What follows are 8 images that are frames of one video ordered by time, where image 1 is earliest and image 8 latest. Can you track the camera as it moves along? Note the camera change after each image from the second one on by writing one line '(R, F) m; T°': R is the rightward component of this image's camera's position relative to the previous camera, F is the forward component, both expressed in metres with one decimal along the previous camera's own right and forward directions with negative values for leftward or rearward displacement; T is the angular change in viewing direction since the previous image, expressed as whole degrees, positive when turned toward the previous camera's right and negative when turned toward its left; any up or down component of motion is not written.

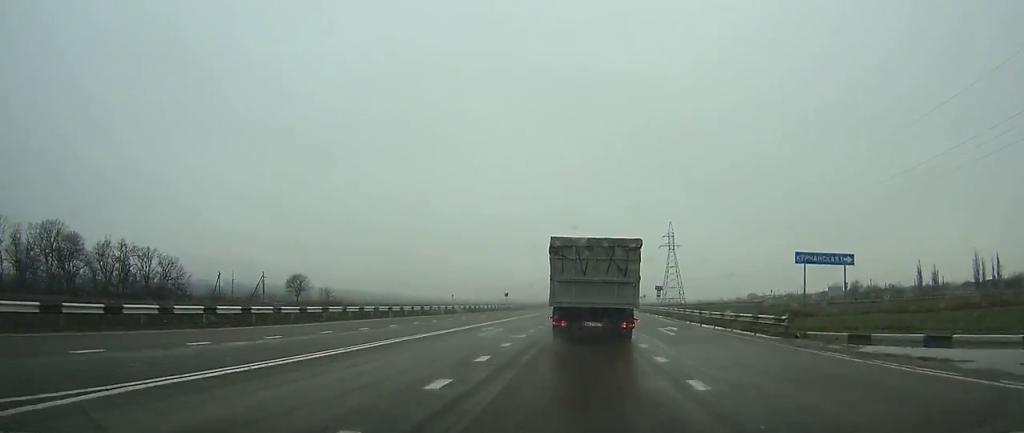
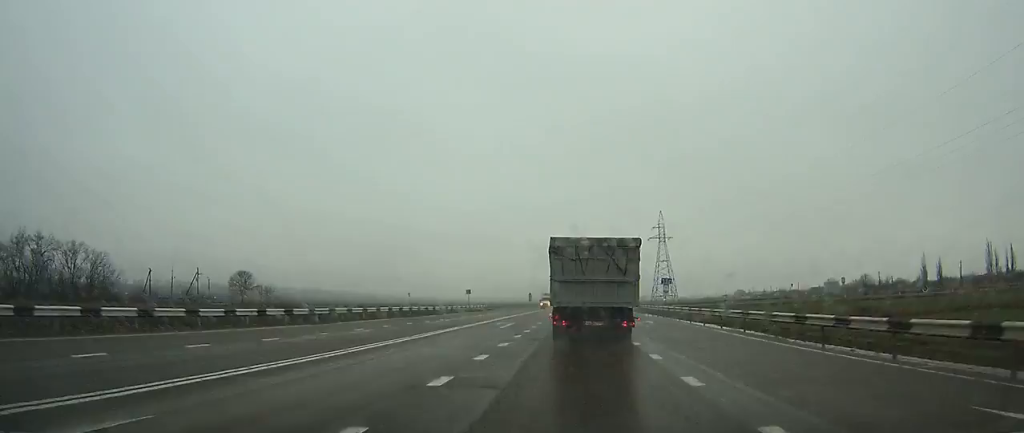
(+0.3, +23.7) m; +1°
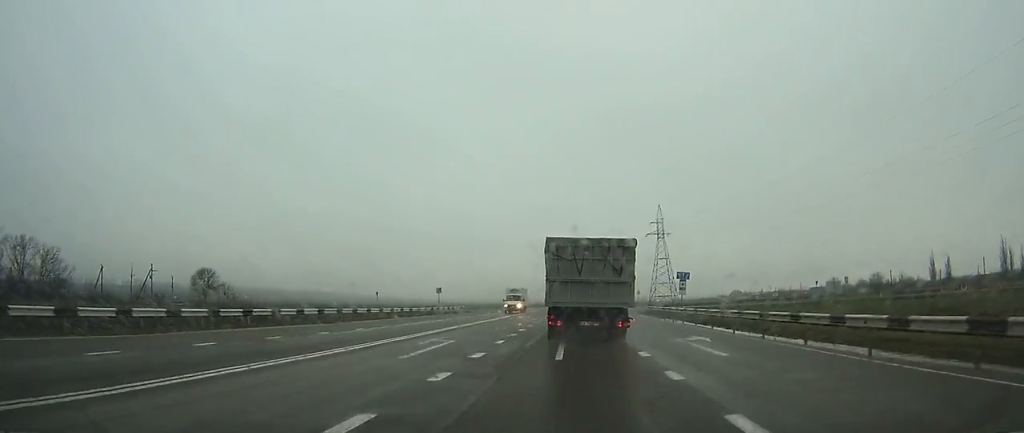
(0.0, +15.3) m; +1°
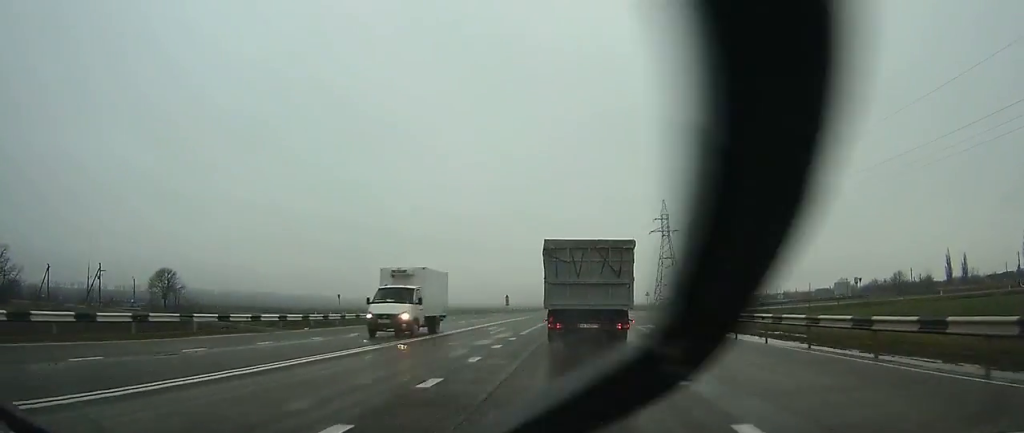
(+0.1, +16.3) m; +1°
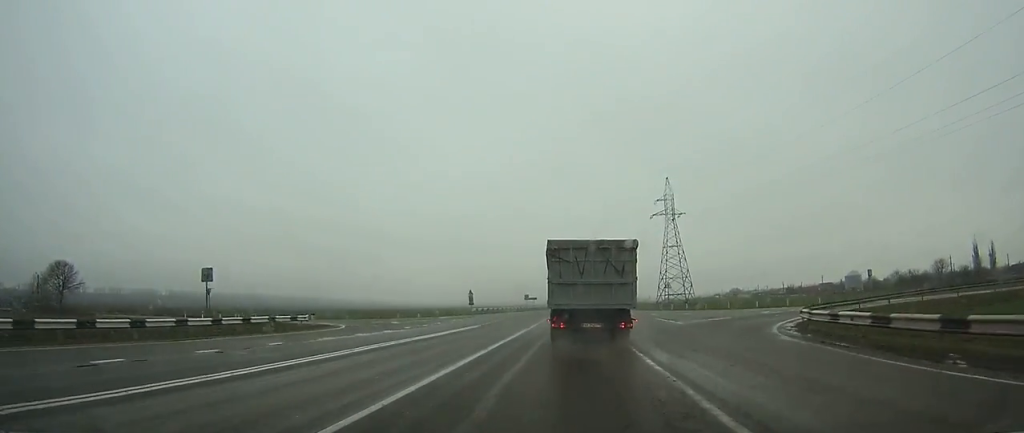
(+0.4, +30.8) m; +1°
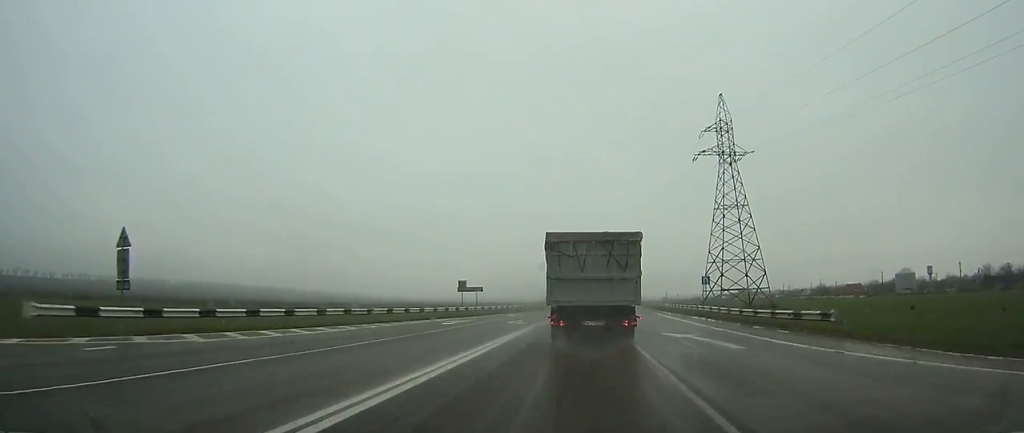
(+0.6, +67.3) m; +2°
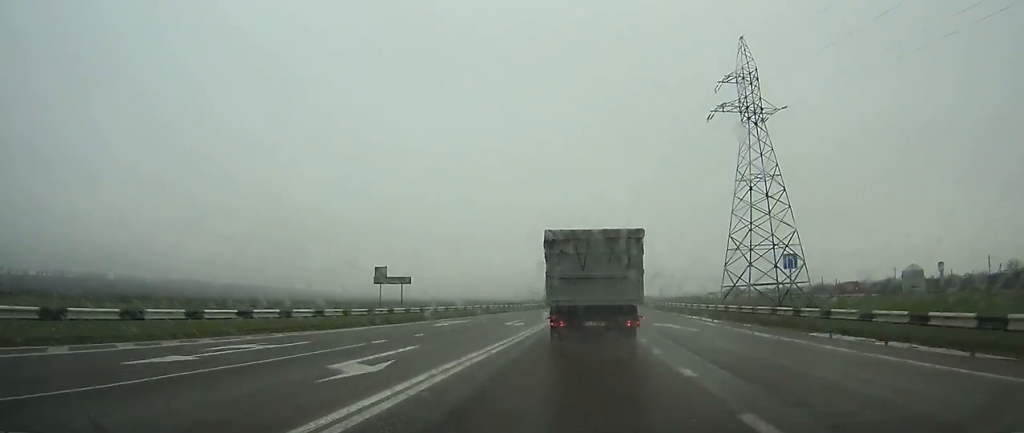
(+0.2, +22.2) m; +1°
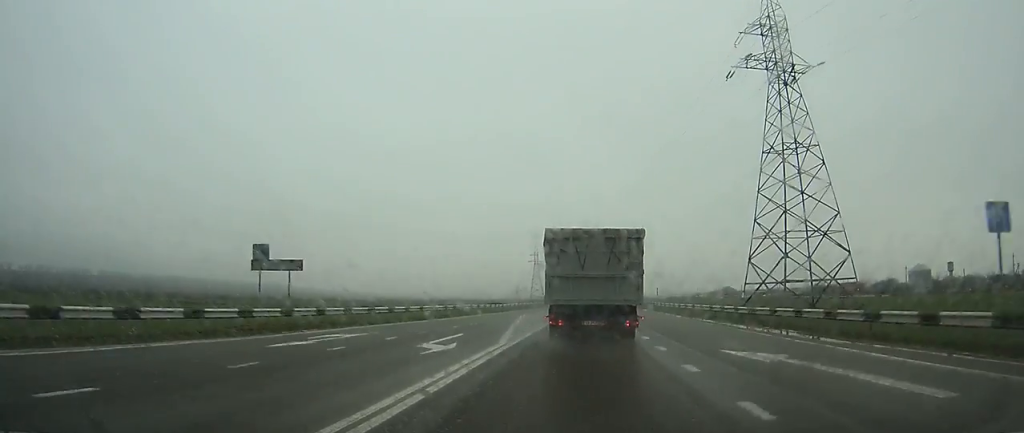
(0.0, +15.2) m; +1°
